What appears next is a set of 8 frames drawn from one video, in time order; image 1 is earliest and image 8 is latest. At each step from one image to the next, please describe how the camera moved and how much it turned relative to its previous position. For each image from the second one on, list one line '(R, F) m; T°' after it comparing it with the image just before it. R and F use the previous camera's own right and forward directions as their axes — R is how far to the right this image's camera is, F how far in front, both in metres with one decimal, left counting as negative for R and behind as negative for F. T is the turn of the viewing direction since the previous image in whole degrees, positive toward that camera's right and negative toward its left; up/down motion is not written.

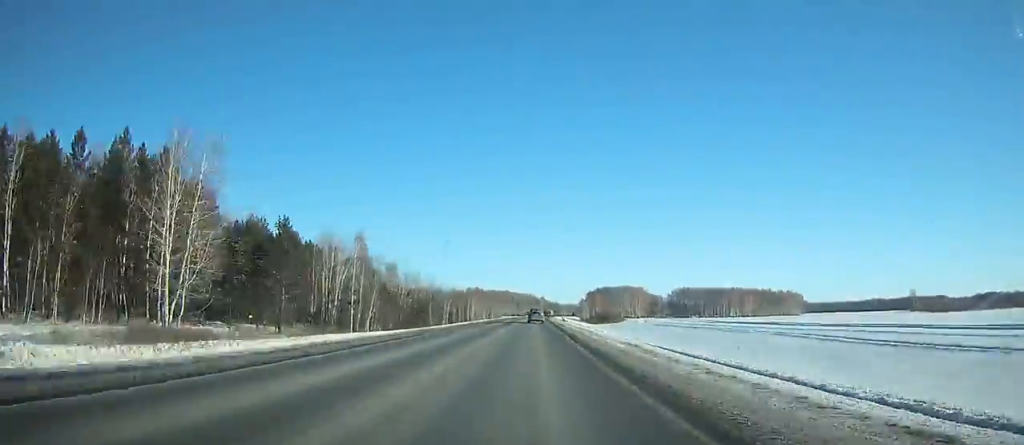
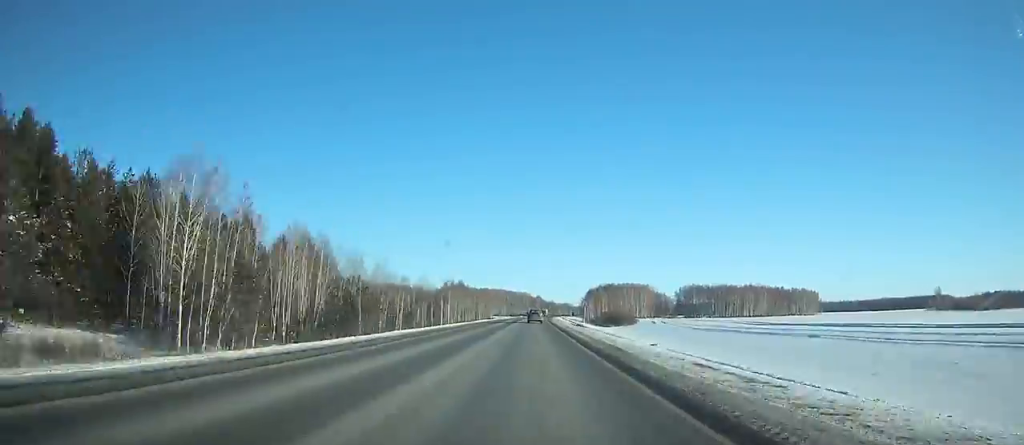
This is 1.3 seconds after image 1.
(+0.4, +39.0) m; +1°
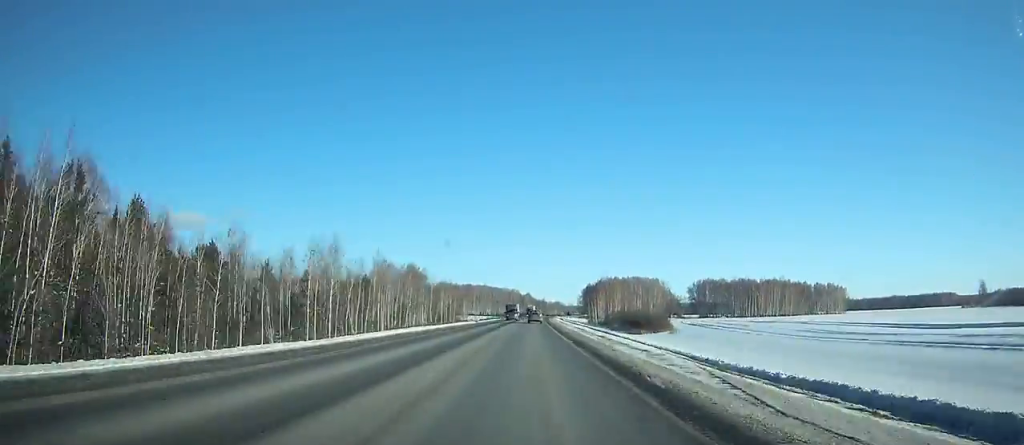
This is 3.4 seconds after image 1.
(+0.3, +63.3) m; +1°
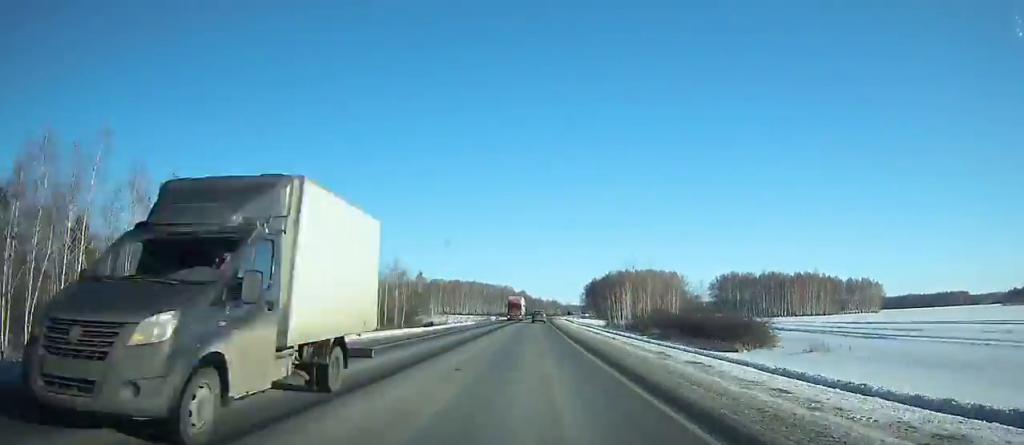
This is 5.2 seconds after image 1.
(+0.5, +55.0) m; +1°
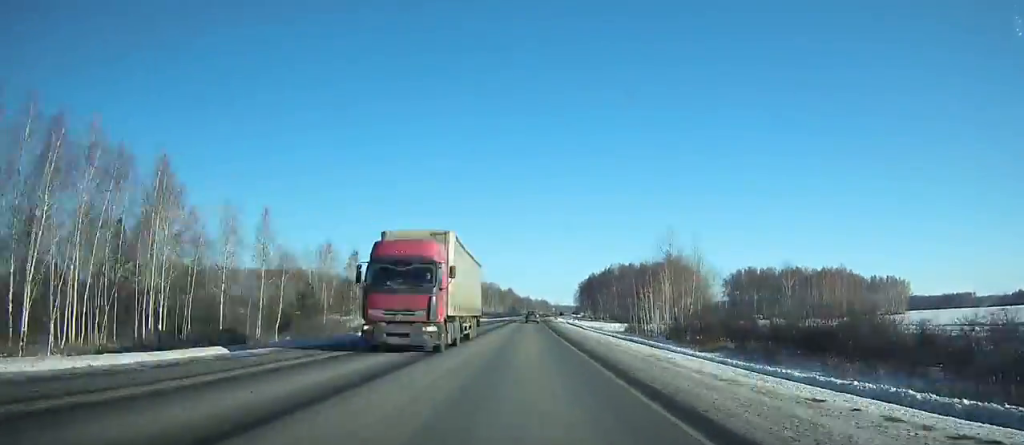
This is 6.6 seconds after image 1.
(+0.2, +43.1) m; +1°
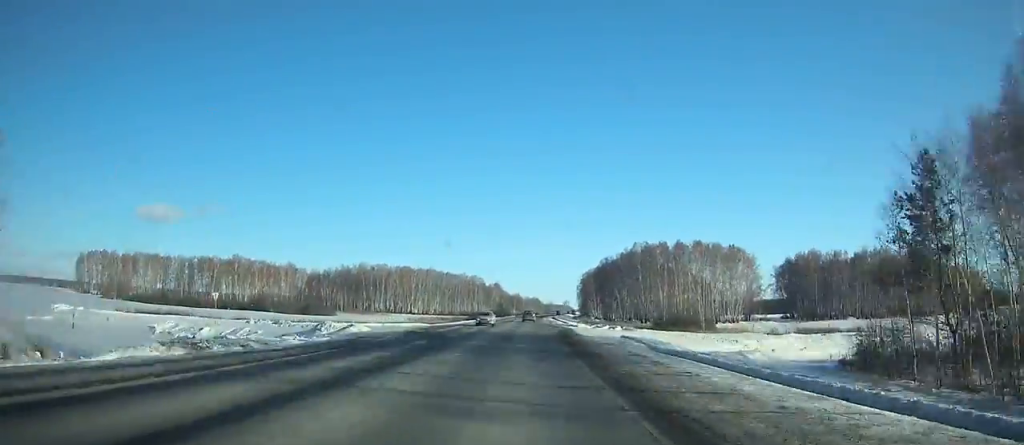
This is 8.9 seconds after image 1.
(+0.6, +71.6) m; +1°
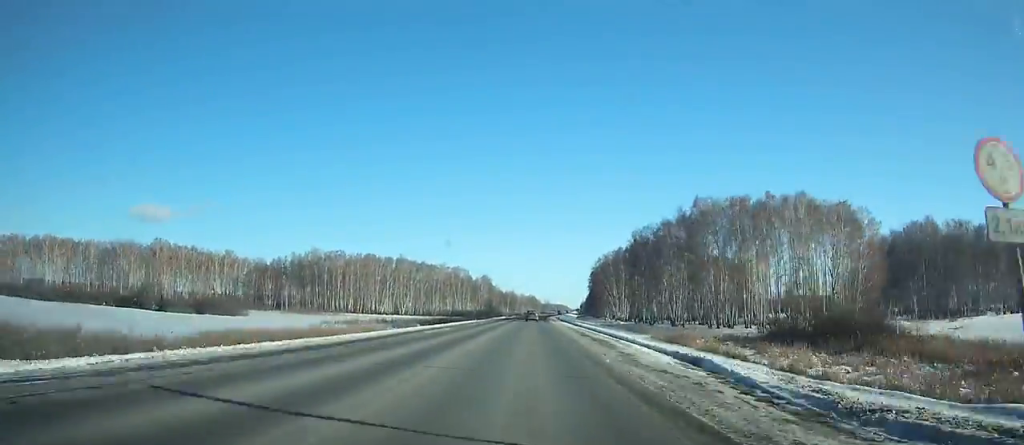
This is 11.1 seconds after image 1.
(+0.5, +69.8) m; +1°
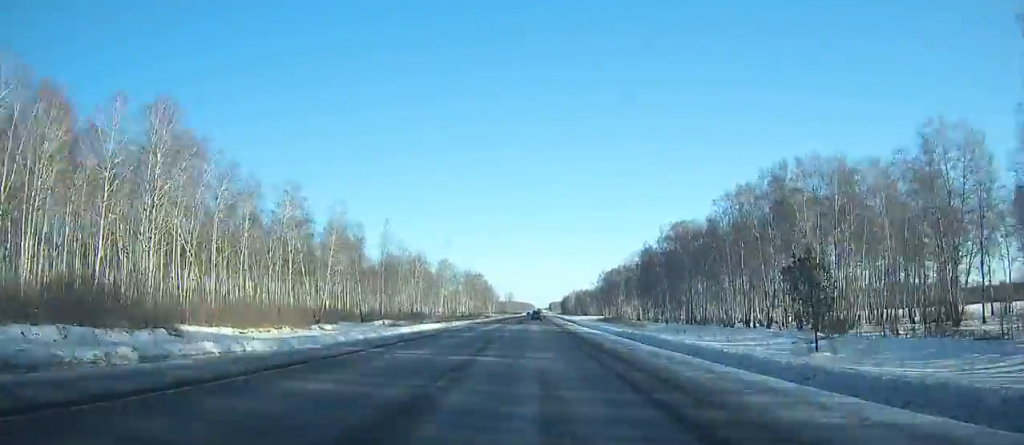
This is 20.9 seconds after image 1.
(+10.8, +322.5) m; +4°
